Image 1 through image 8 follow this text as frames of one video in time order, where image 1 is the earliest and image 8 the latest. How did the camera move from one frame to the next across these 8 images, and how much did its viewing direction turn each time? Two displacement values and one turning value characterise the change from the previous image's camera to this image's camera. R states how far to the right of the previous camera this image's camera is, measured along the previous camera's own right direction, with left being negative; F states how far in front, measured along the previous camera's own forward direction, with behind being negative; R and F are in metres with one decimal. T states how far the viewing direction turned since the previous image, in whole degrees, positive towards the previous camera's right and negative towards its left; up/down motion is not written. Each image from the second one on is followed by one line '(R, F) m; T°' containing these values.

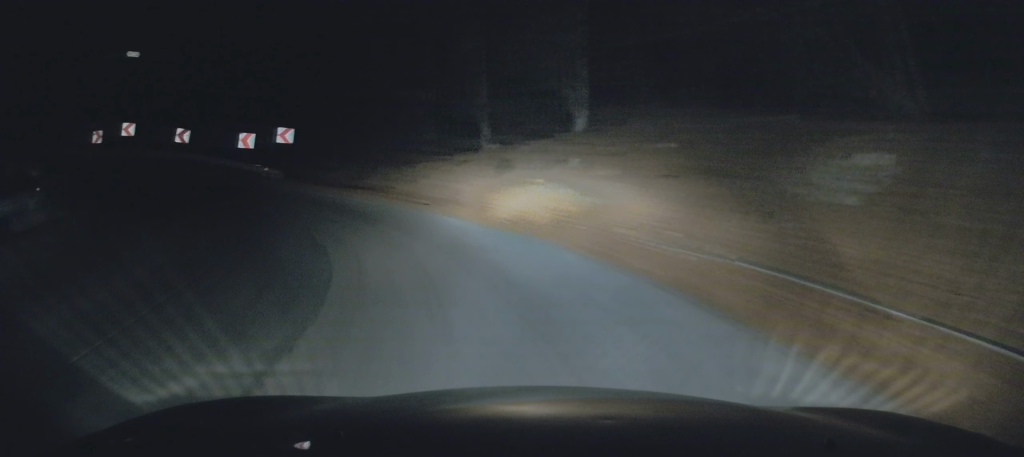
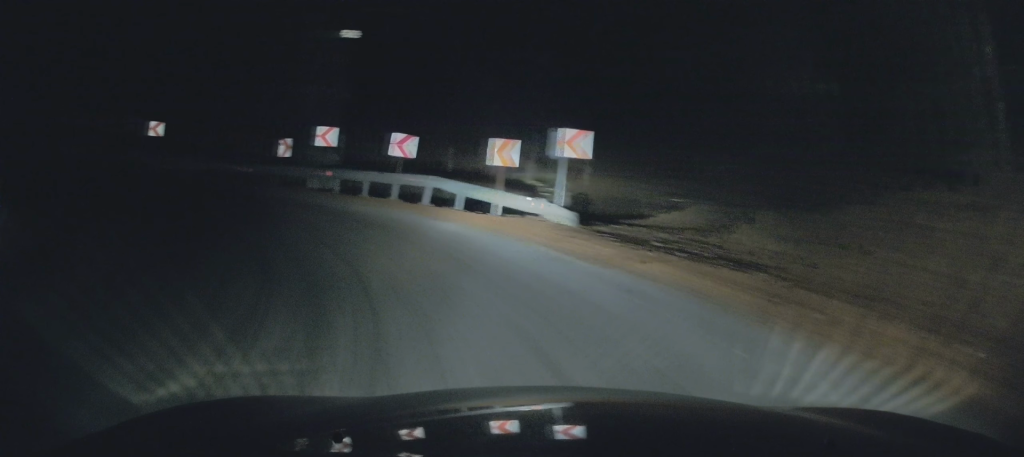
(-1.9, +12.0) m; -16°
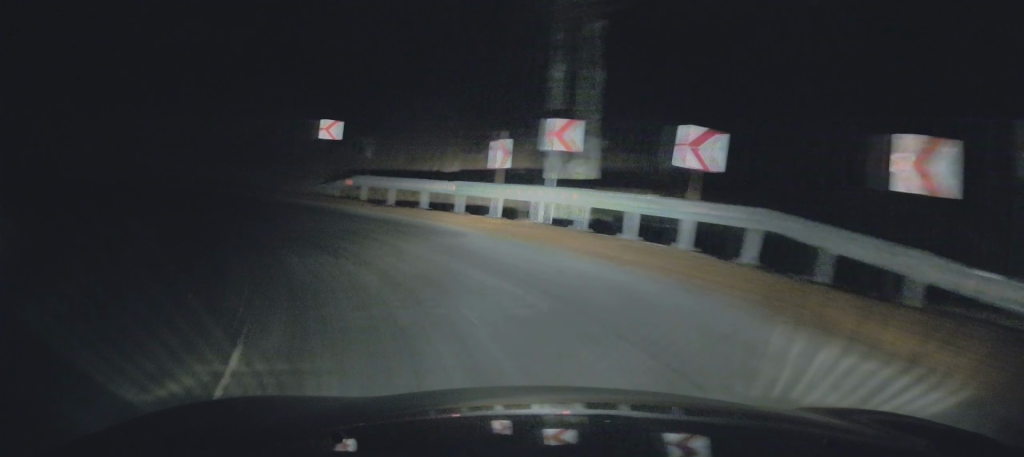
(-0.2, +6.9) m; -17°
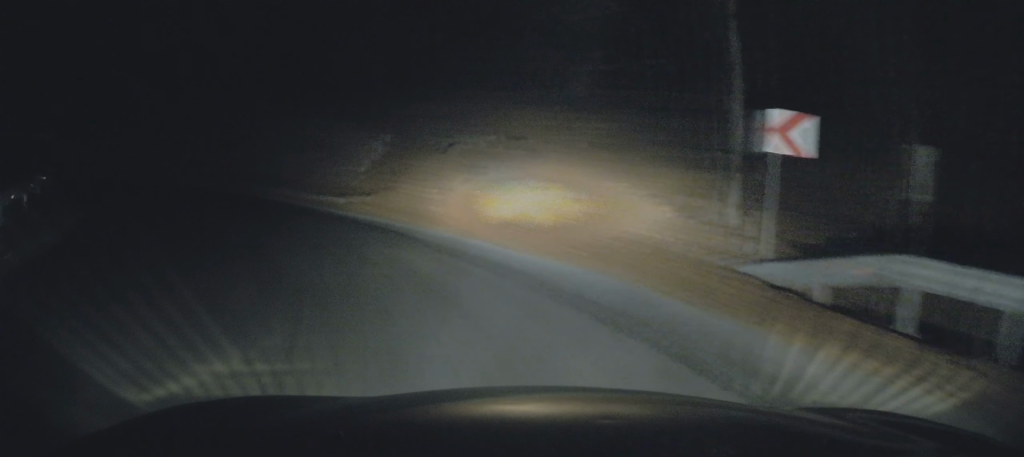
(-3.9, +9.5) m; -42°
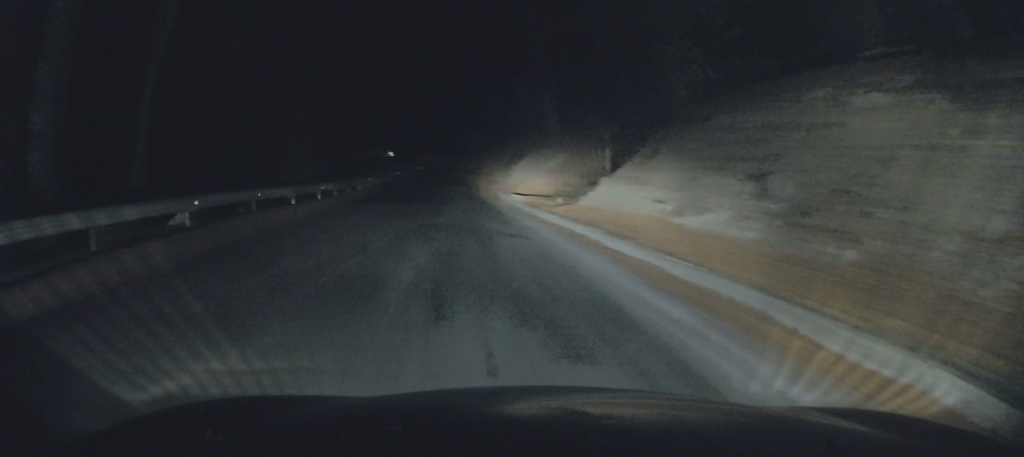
(-5.8, +13.4) m; -40°
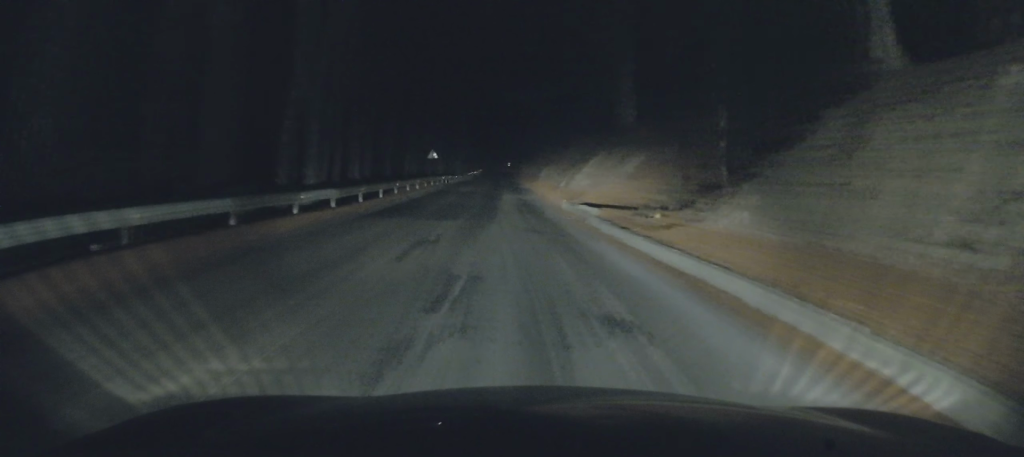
(-0.8, +8.0) m; -7°
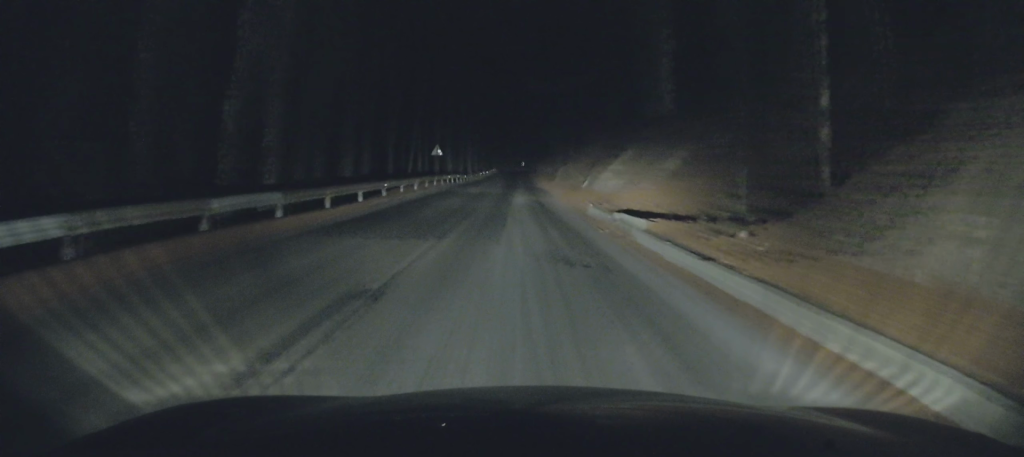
(-0.2, +5.3) m; -3°
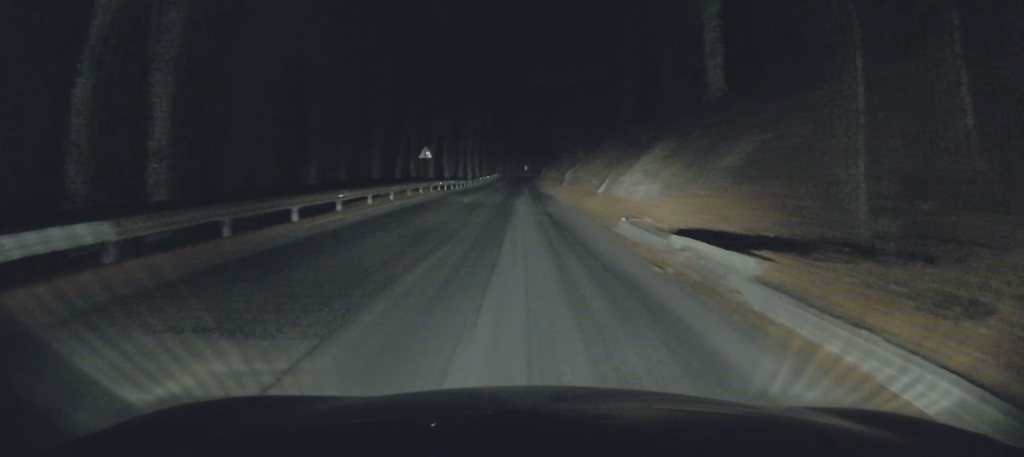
(-0.1, +6.3) m; -3°
